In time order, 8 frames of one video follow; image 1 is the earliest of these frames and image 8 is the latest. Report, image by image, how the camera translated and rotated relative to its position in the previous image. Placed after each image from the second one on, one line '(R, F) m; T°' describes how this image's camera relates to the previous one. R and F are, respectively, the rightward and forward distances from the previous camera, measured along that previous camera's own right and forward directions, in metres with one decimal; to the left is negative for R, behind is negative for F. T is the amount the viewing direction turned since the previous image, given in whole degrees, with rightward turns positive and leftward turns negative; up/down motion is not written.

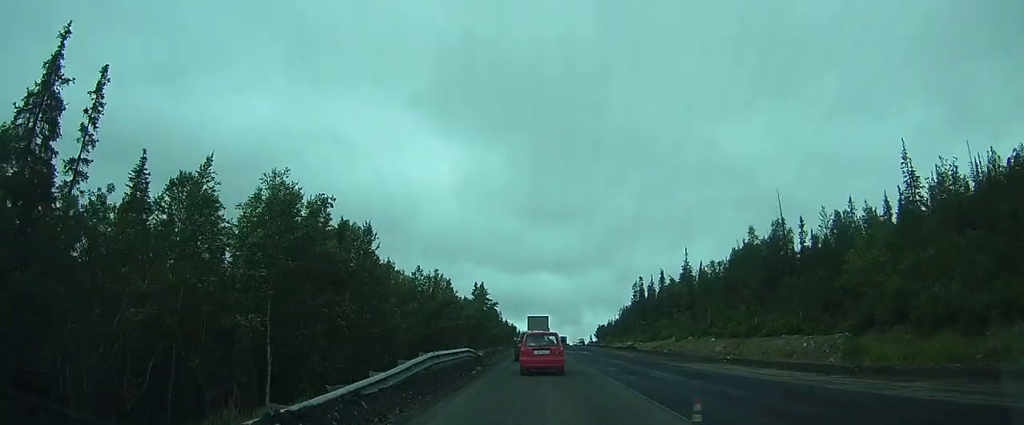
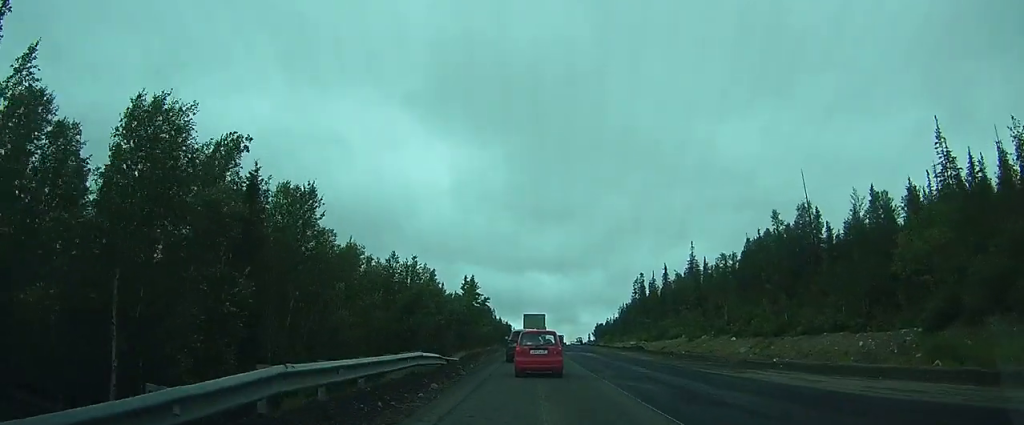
(-0.1, +8.0) m; -1°
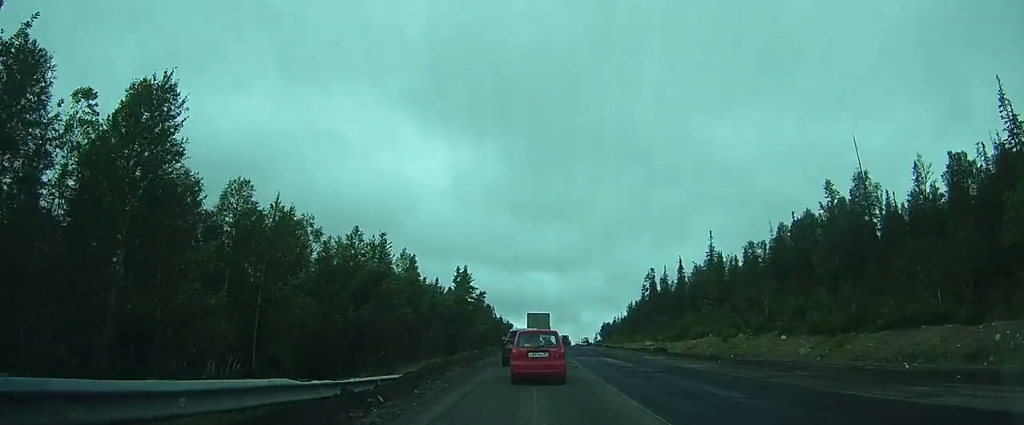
(-0.1, +11.3) m; -1°
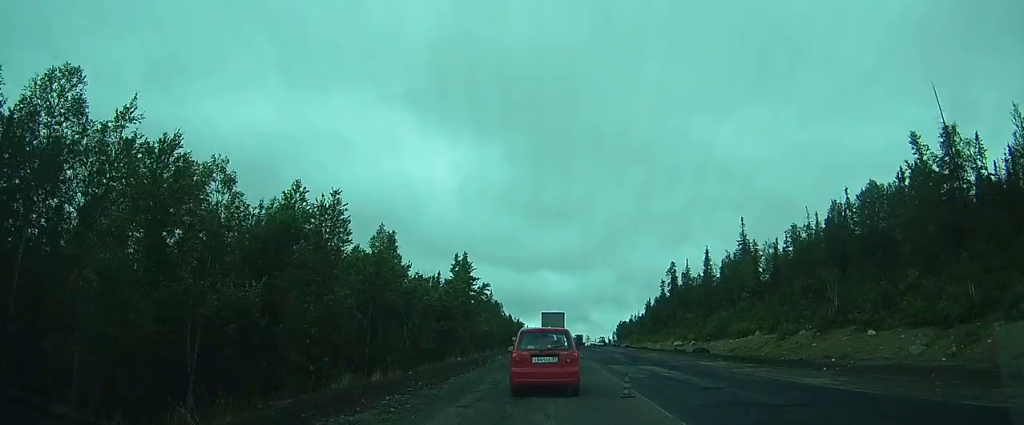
(+0.1, +11.5) m; 0°
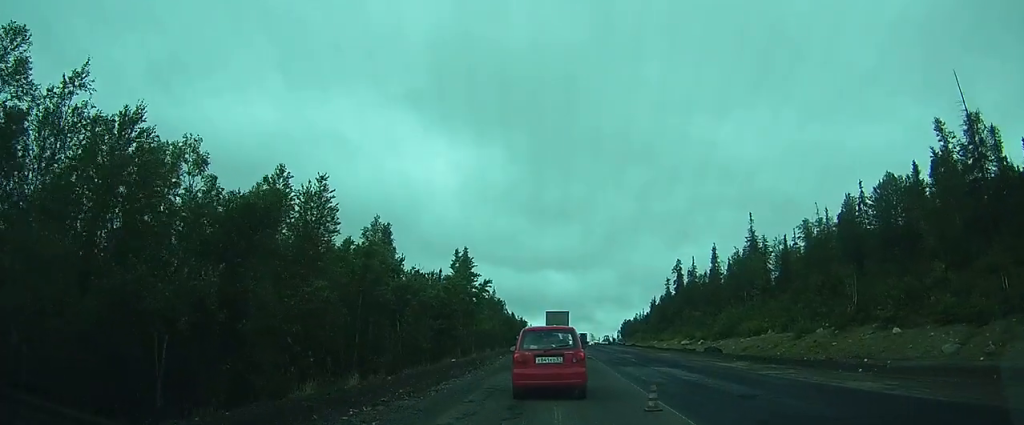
(0.0, +2.3) m; 0°
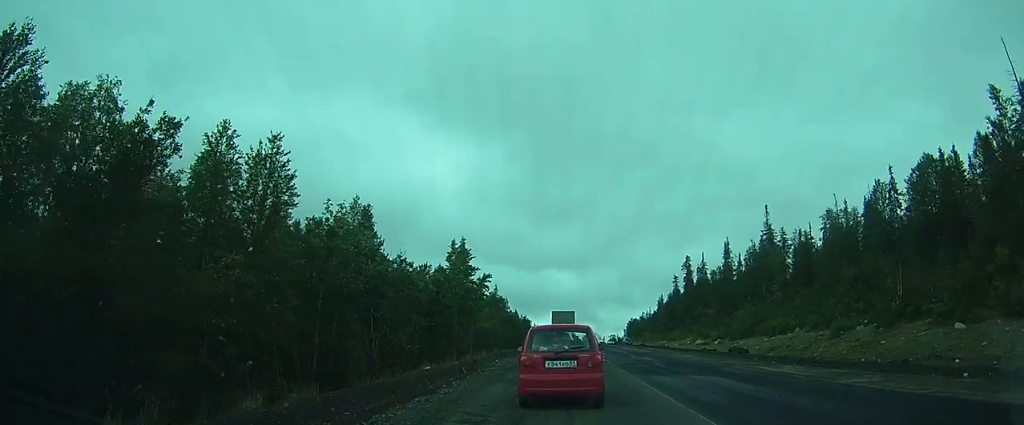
(0.0, +5.3) m; -1°
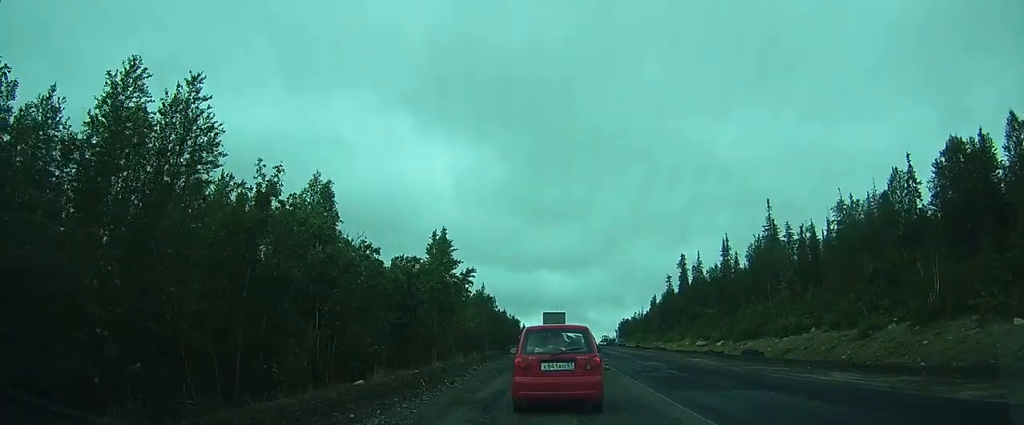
(0.0, +5.1) m; -1°
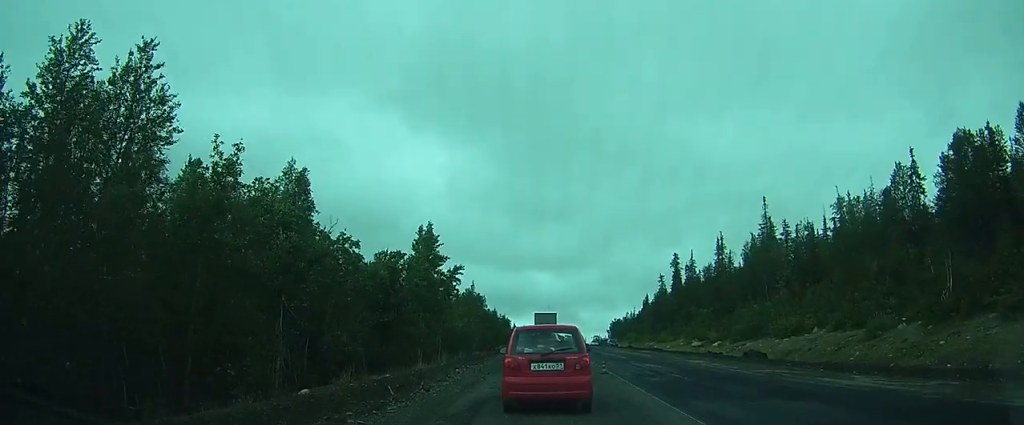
(0.0, +2.2) m; 0°
